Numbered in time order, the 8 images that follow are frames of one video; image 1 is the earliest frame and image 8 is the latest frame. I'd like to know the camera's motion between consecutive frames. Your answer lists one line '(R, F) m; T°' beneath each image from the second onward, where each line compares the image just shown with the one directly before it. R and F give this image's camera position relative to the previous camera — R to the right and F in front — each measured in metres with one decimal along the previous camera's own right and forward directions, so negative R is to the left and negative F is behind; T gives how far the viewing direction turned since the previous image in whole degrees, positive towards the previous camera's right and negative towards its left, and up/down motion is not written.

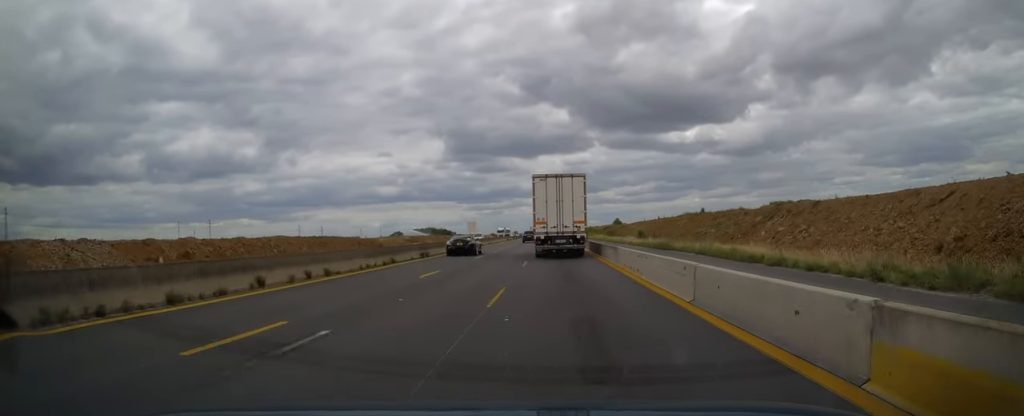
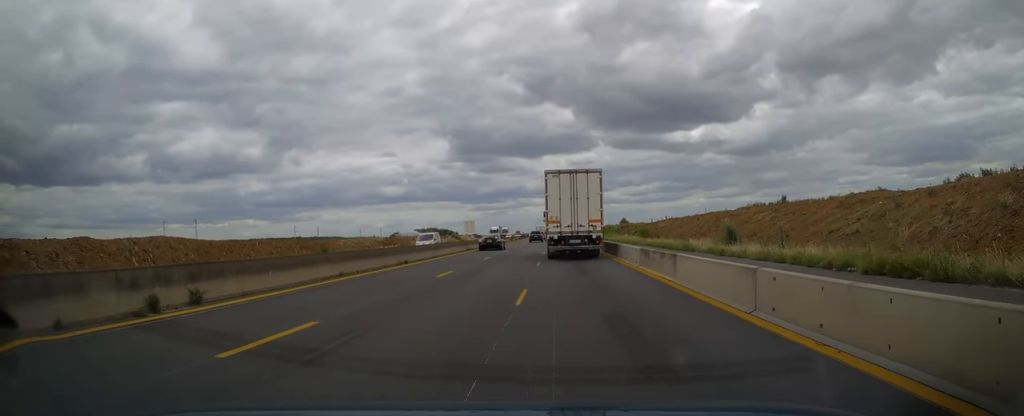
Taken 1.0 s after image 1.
(-0.1, +25.9) m; 0°
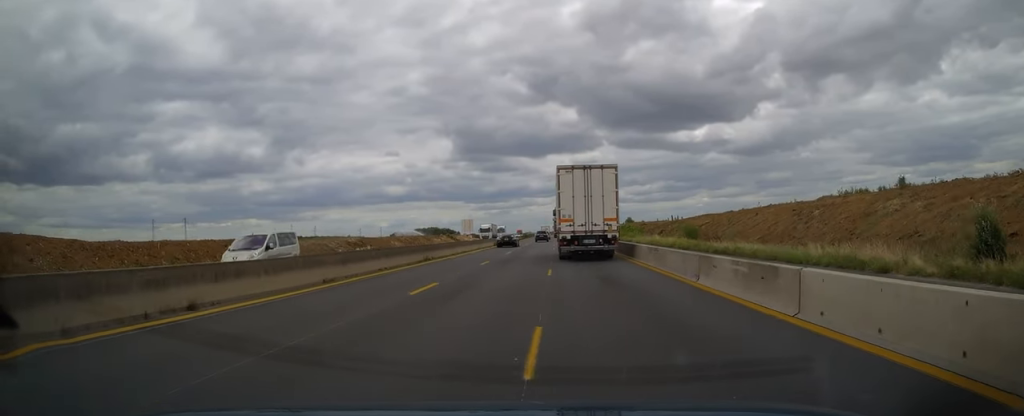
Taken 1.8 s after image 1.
(-0.1, +18.7) m; 0°
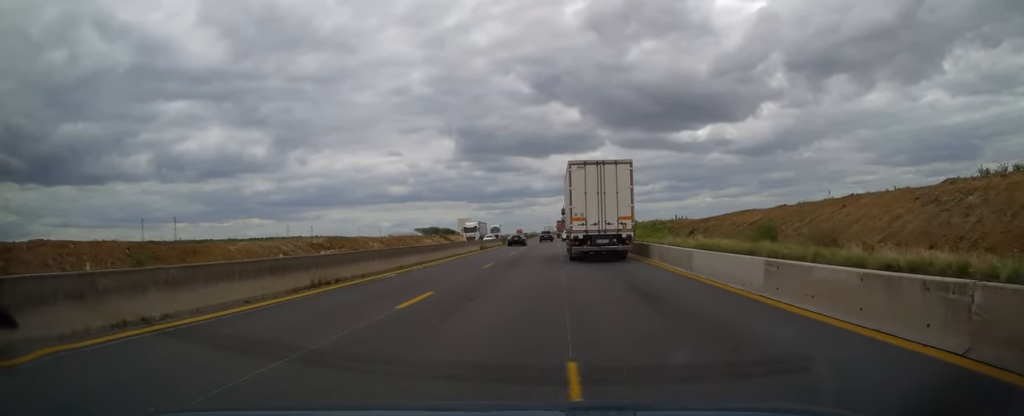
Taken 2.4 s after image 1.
(0.0, +15.4) m; 0°
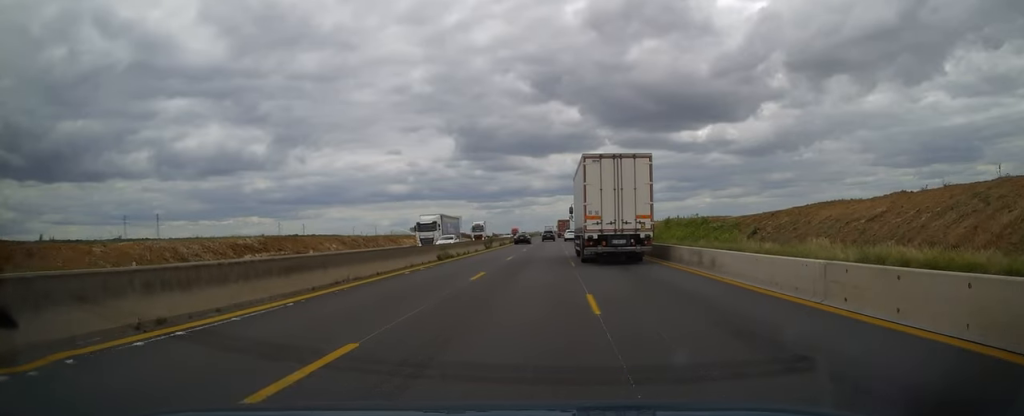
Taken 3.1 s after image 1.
(0.0, +19.8) m; 0°
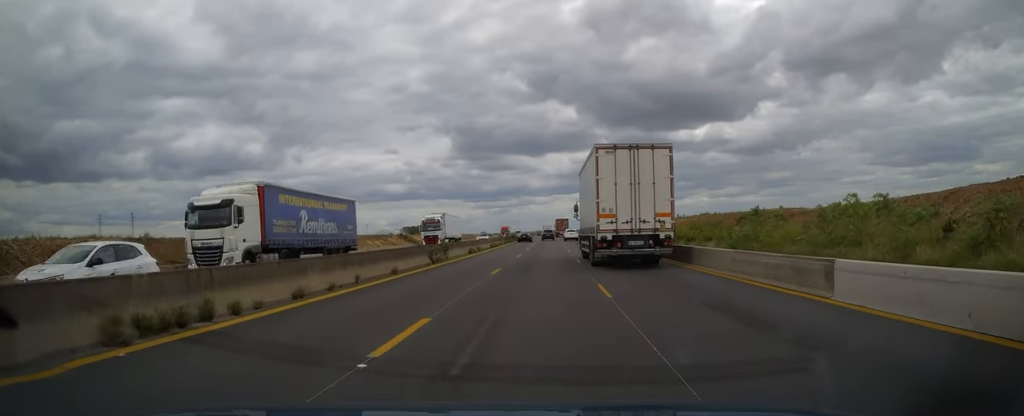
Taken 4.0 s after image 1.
(+0.1, +23.6) m; 0°
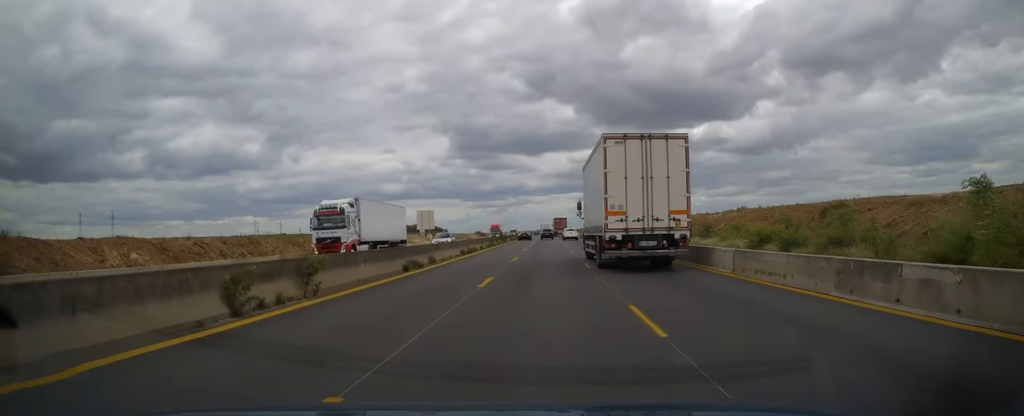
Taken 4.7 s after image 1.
(0.0, +17.6) m; 0°
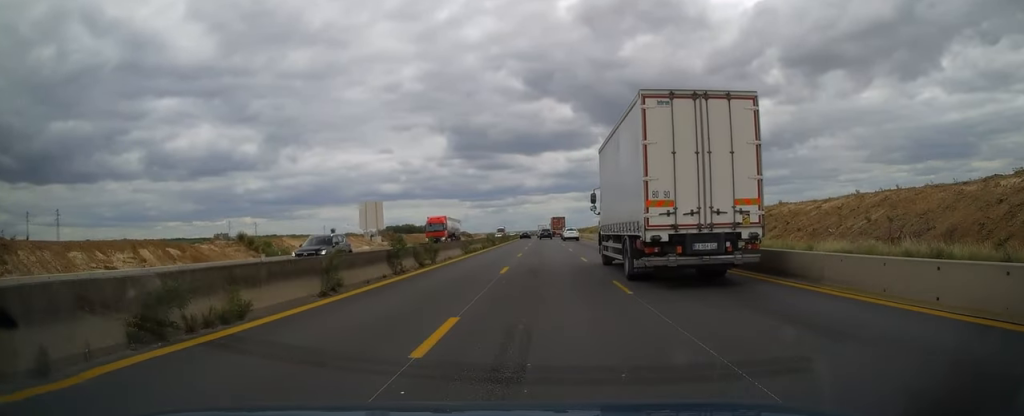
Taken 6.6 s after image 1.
(-0.1, +47.1) m; 0°
